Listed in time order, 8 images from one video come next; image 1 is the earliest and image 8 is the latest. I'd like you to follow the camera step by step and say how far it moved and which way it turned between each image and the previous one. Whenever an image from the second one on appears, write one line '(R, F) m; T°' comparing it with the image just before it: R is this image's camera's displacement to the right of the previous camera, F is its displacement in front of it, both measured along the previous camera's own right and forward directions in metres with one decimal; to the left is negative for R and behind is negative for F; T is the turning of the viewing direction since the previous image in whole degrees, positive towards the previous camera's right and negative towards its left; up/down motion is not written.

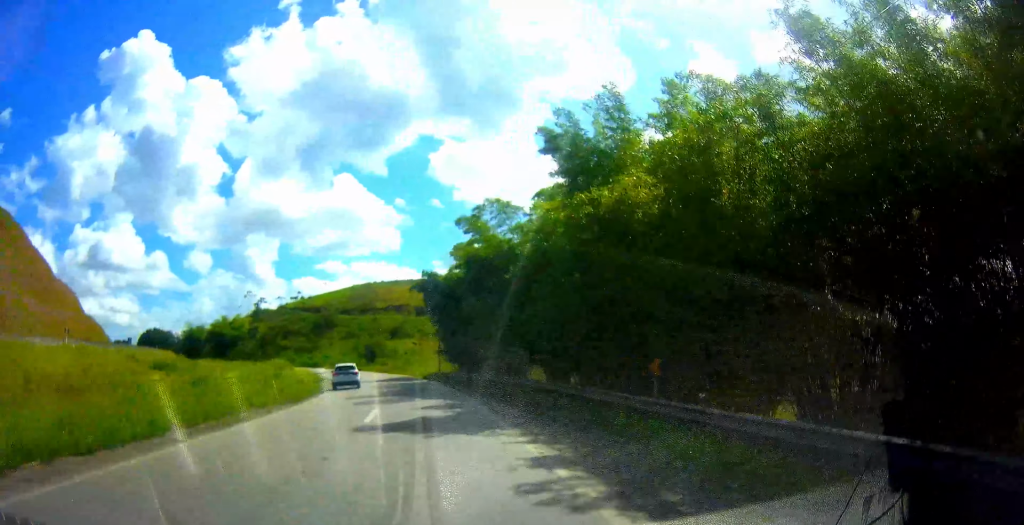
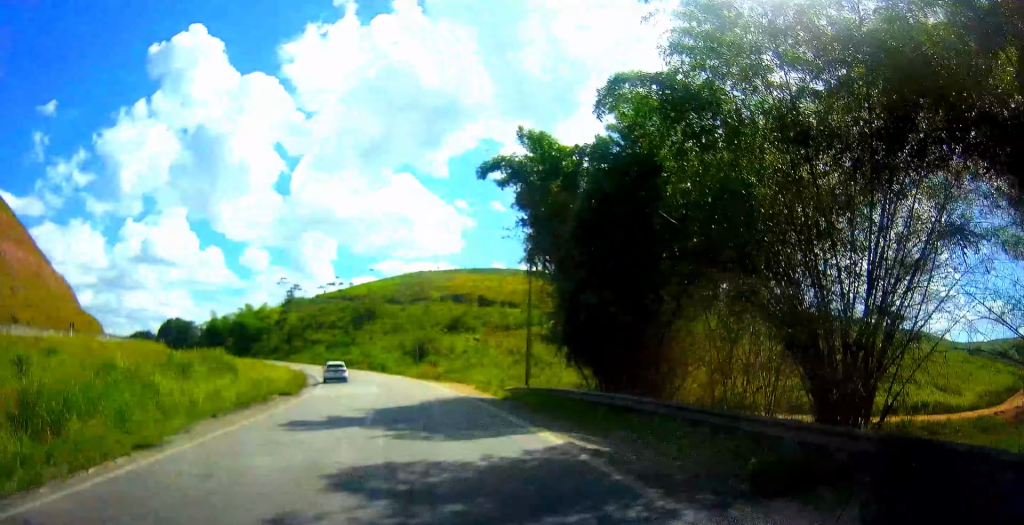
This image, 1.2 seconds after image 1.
(-1.0, +33.4) m; -5°
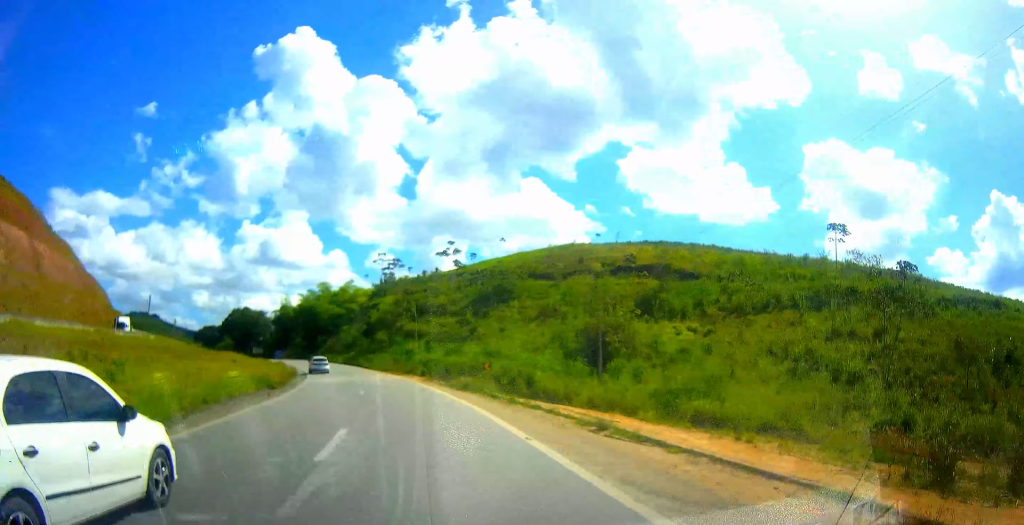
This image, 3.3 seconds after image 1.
(-4.7, +54.3) m; -9°
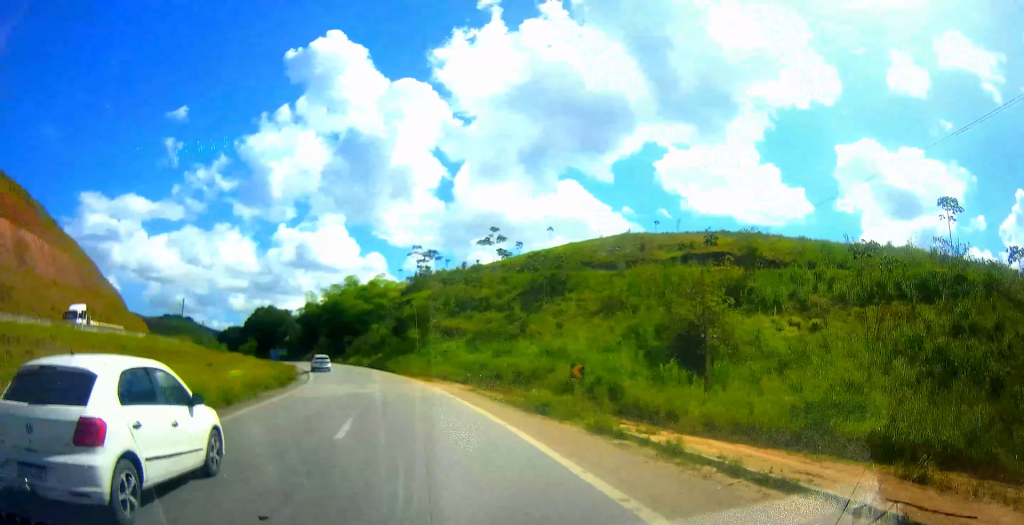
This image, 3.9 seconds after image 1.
(-0.2, +14.1) m; -4°
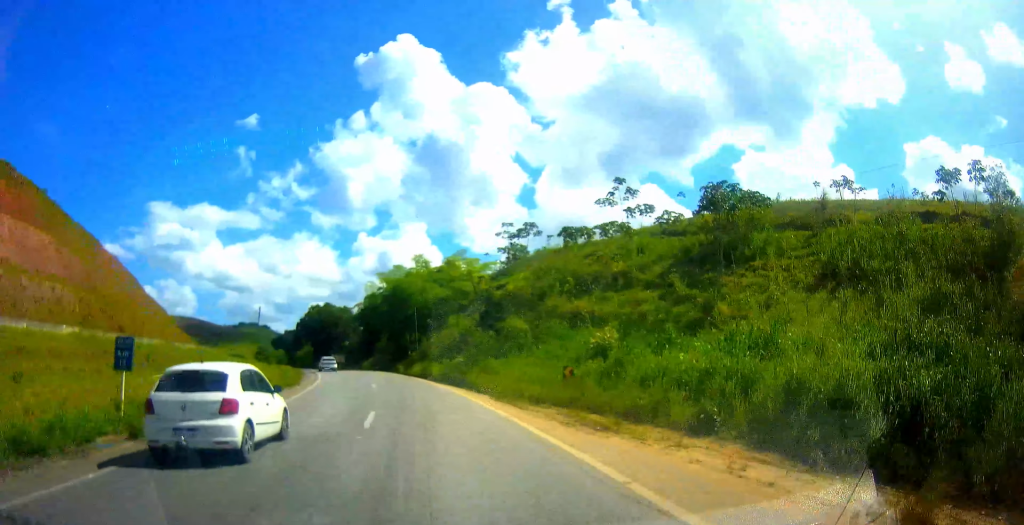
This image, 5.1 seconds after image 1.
(-2.8, +30.8) m; -11°
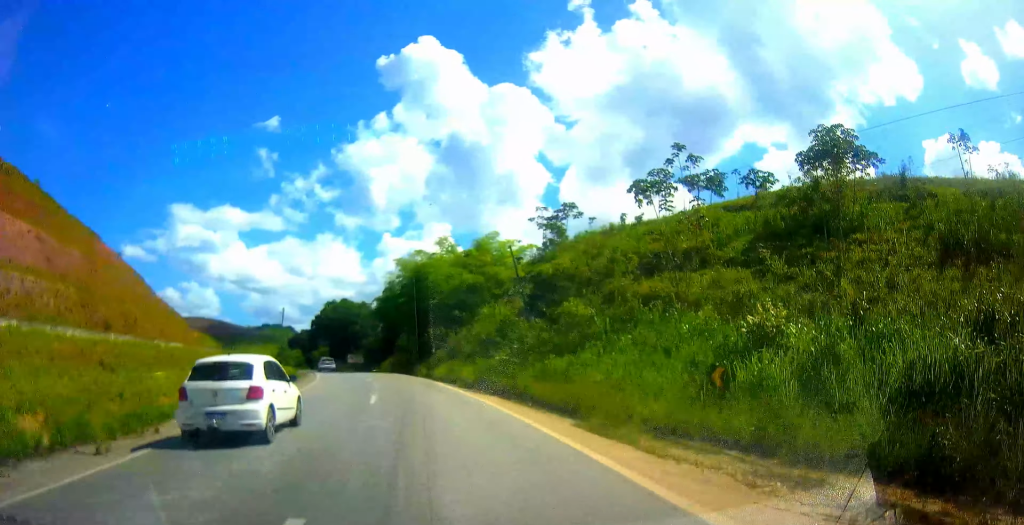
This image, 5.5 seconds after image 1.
(-0.6, +11.8) m; -4°
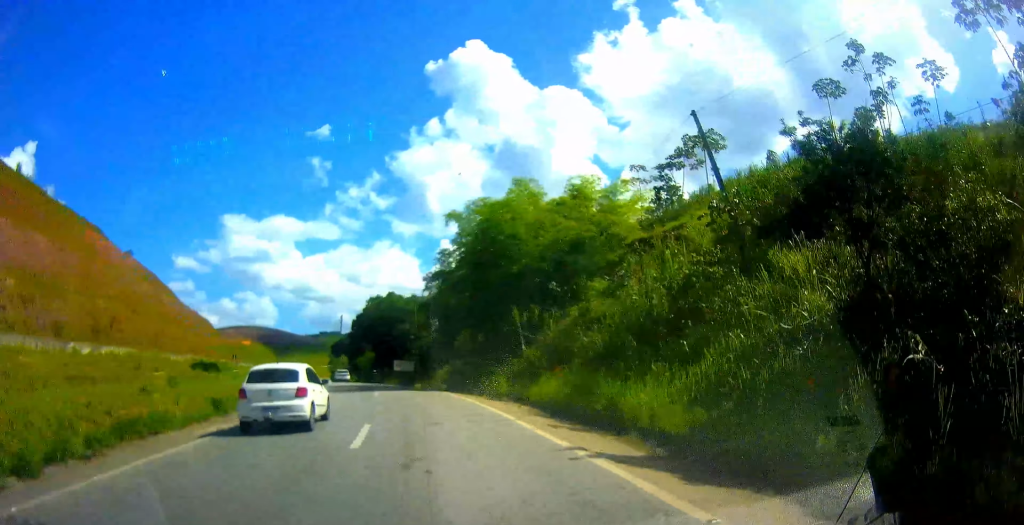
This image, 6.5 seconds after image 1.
(-0.6, +24.3) m; -5°
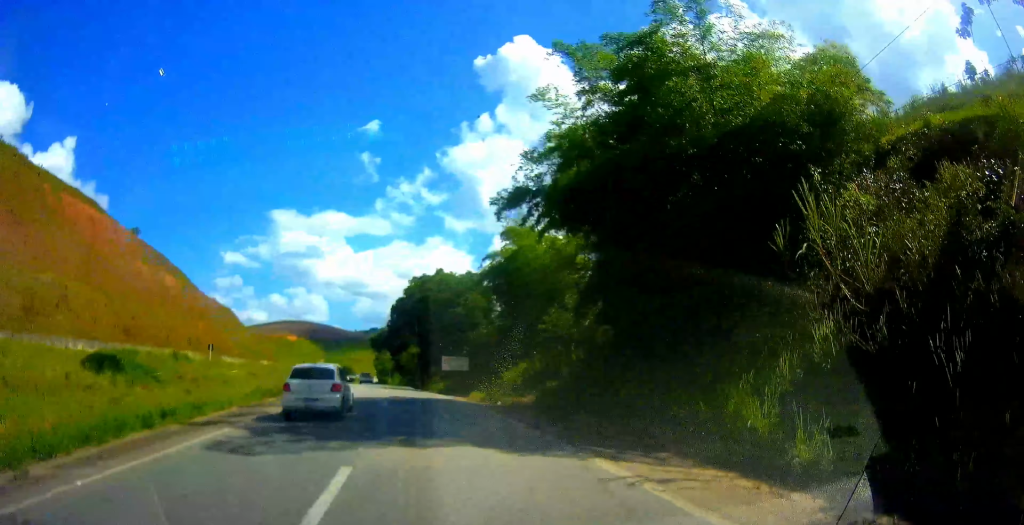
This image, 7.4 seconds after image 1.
(-1.5, +21.9) m; -5°
